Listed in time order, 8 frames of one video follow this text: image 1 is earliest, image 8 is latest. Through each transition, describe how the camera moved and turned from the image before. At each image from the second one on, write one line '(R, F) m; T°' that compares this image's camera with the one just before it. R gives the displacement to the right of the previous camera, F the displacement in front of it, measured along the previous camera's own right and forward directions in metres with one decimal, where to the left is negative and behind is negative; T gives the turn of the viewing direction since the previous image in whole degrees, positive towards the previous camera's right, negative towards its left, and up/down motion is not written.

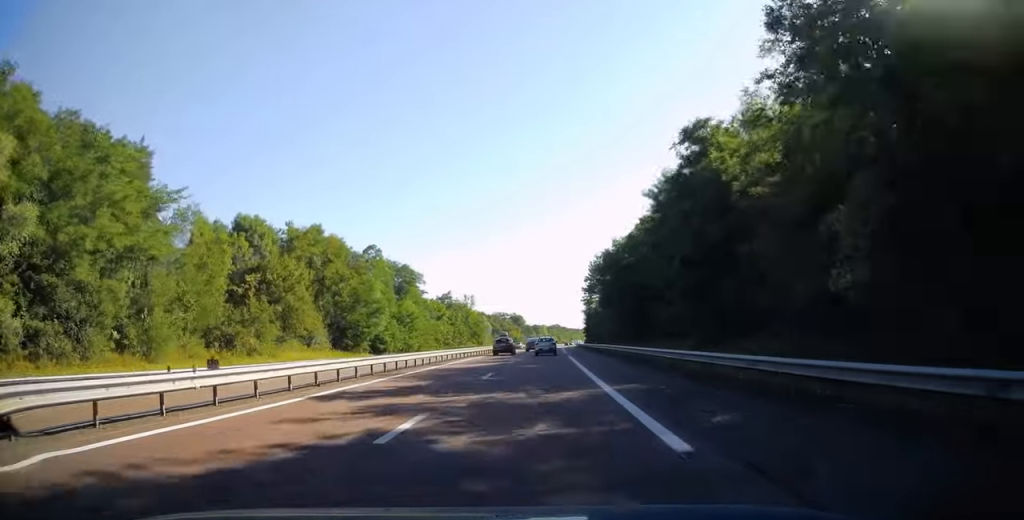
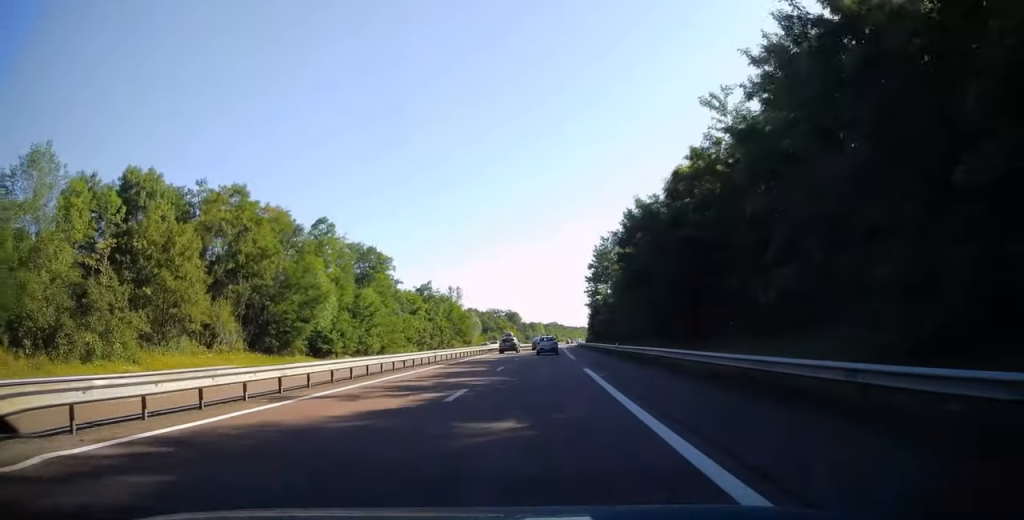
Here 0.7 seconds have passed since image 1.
(+0.1, +20.6) m; 0°
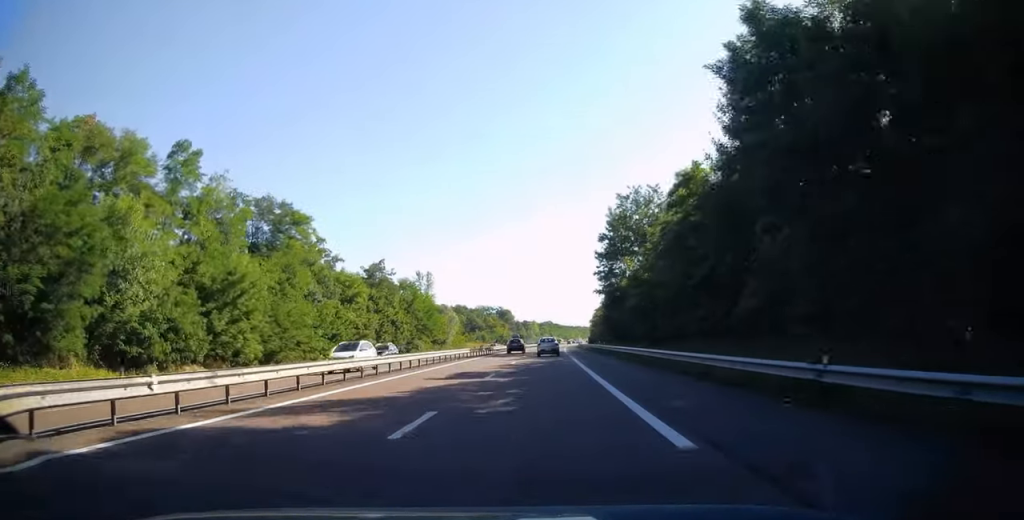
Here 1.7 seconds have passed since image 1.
(0.0, +30.8) m; 0°
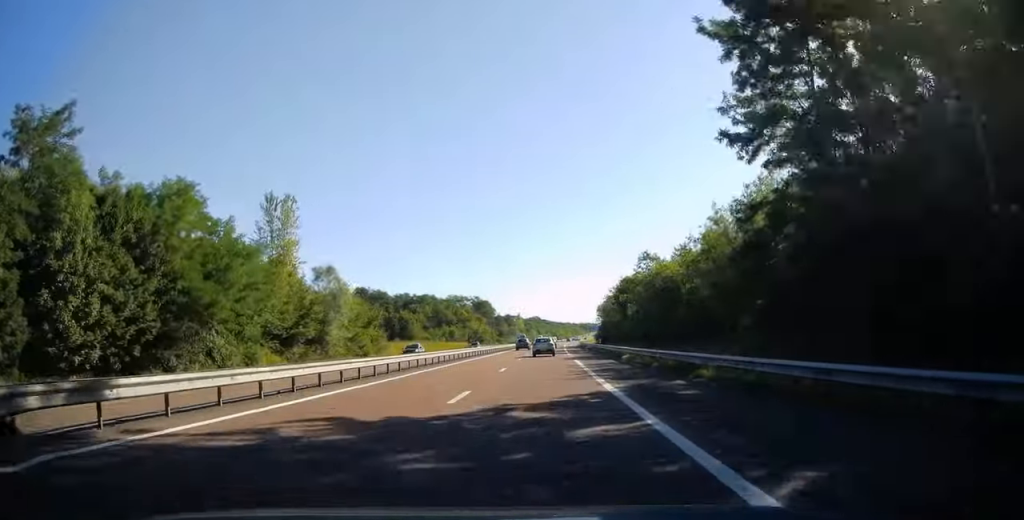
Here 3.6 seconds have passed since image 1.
(+0.4, +60.4) m; +1°
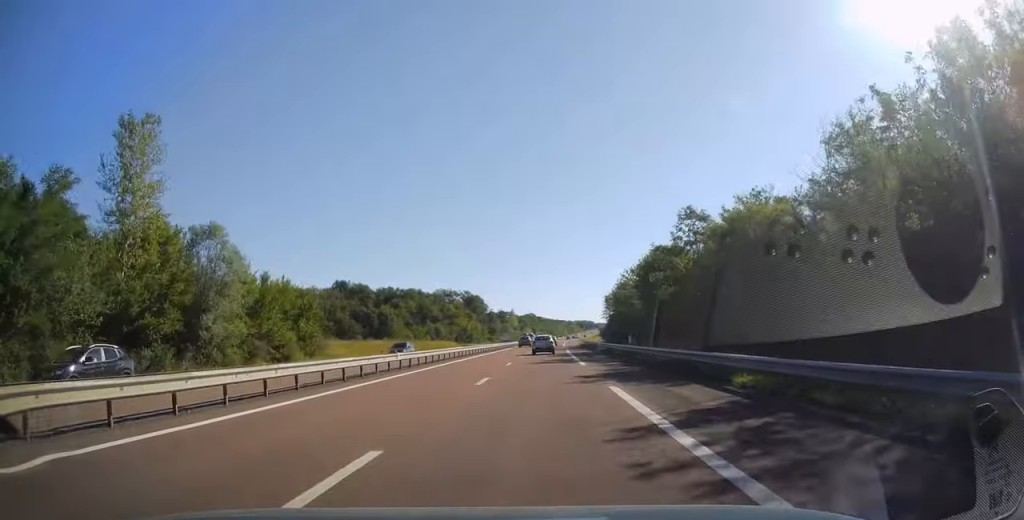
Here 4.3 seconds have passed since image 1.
(0.0, +21.7) m; +1°
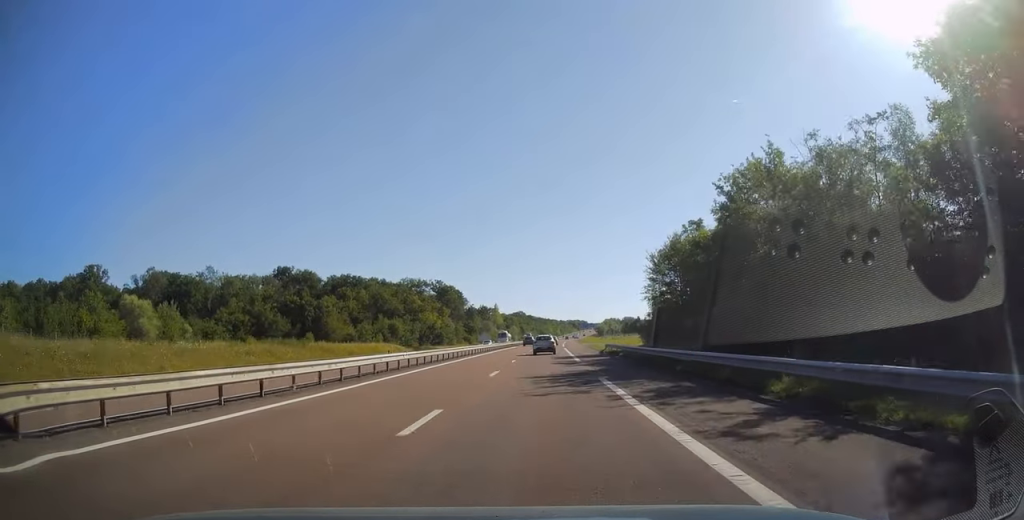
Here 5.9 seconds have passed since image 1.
(+0.6, +48.0) m; +1°
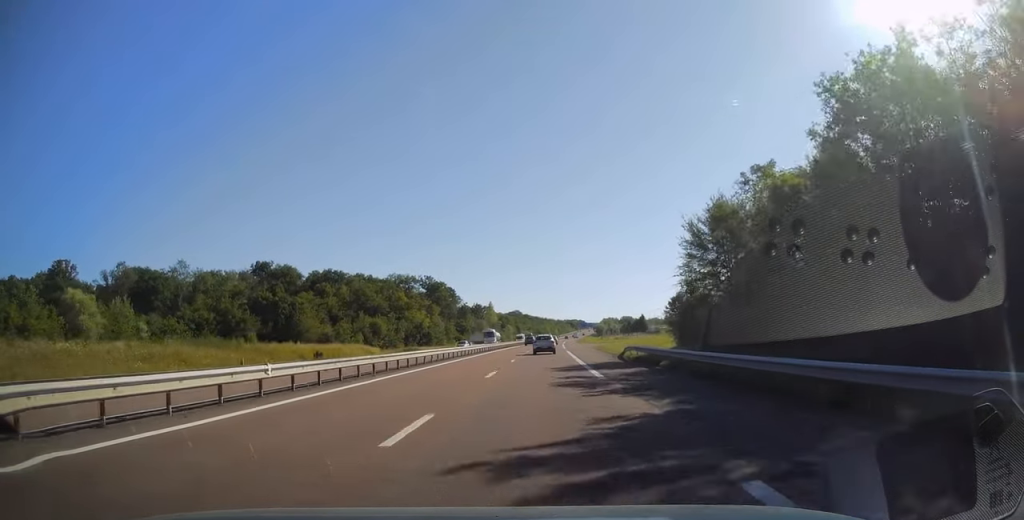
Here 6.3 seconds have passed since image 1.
(0.0, +14.0) m; 0°
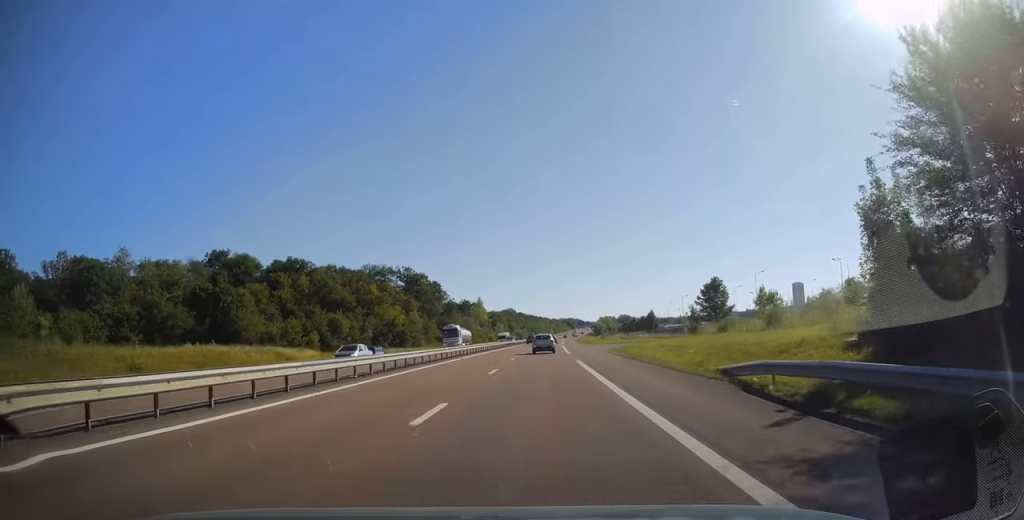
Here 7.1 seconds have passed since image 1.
(+0.1, +24.3) m; +1°
